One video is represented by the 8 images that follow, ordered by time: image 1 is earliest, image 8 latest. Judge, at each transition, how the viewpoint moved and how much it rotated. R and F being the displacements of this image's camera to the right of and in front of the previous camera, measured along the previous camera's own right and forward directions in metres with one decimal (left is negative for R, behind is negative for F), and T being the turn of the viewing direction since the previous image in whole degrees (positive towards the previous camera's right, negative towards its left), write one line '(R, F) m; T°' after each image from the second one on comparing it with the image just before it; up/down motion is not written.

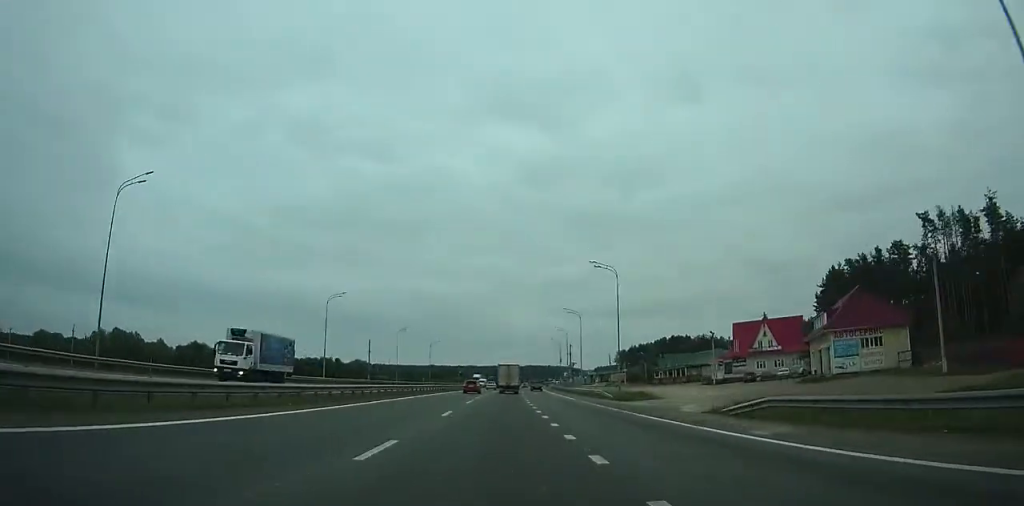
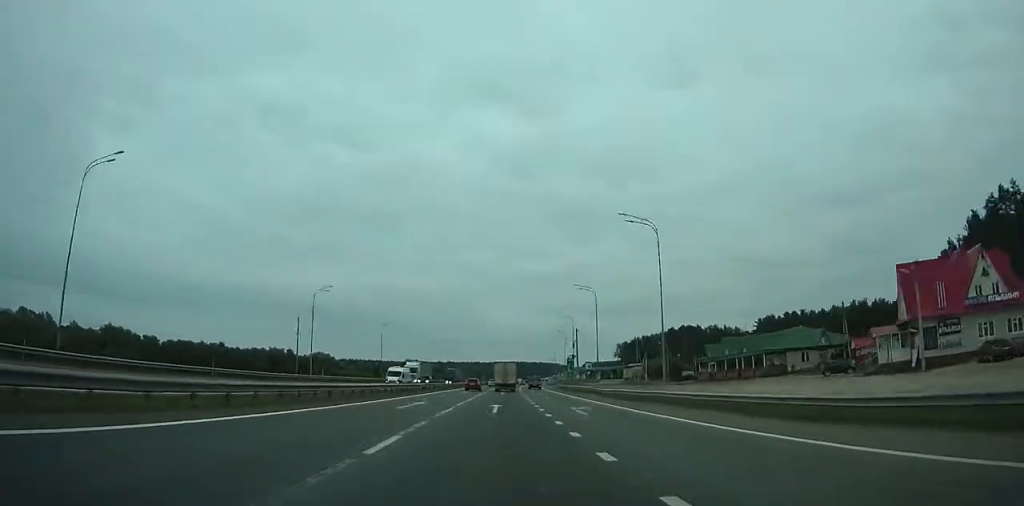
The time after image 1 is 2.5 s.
(+0.8, +48.5) m; +2°
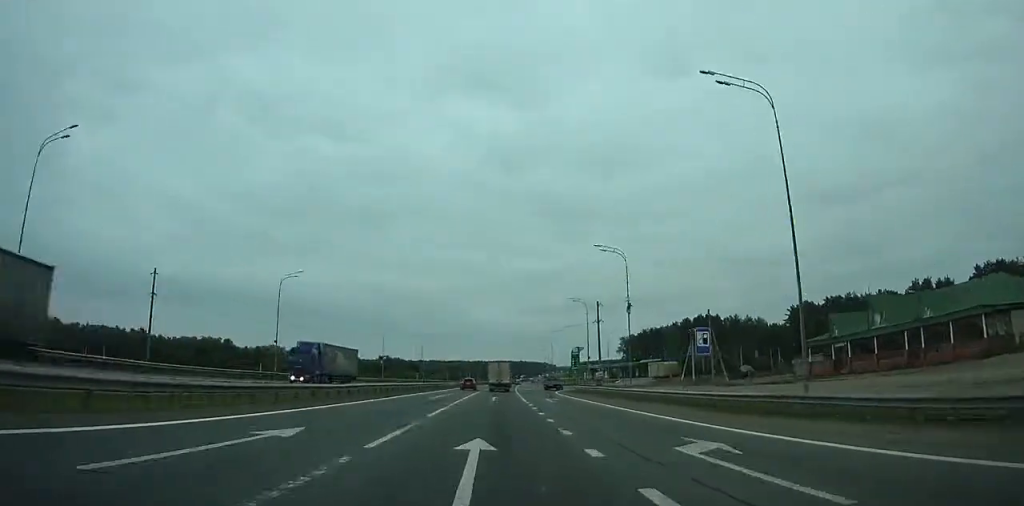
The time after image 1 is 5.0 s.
(+0.7, +47.8) m; +1°
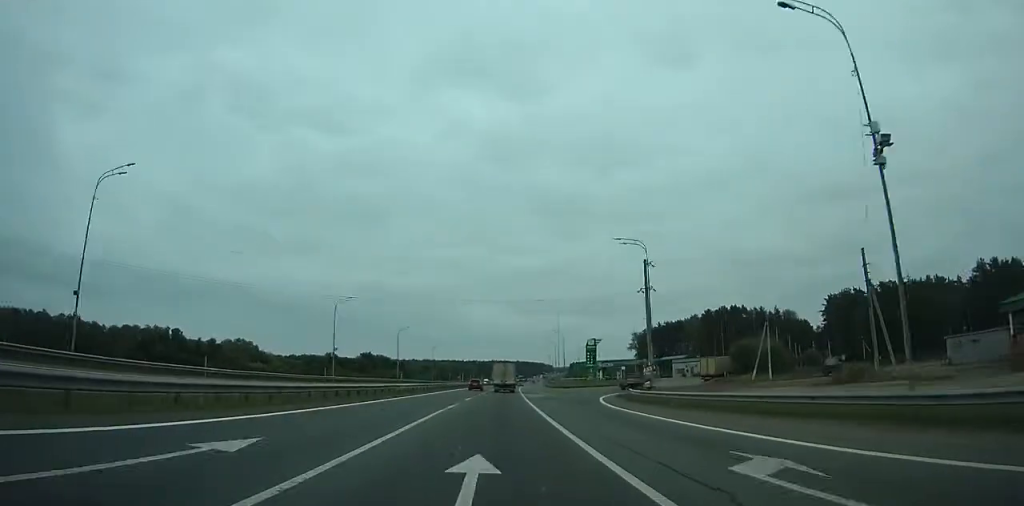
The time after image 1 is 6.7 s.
(+0.2, +32.4) m; +1°
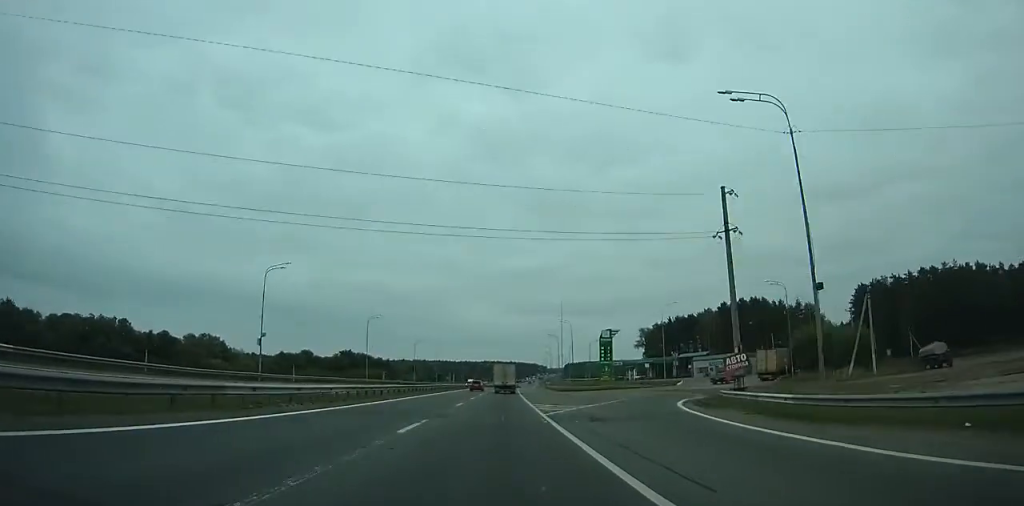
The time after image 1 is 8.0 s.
(+0.2, +24.8) m; 0°
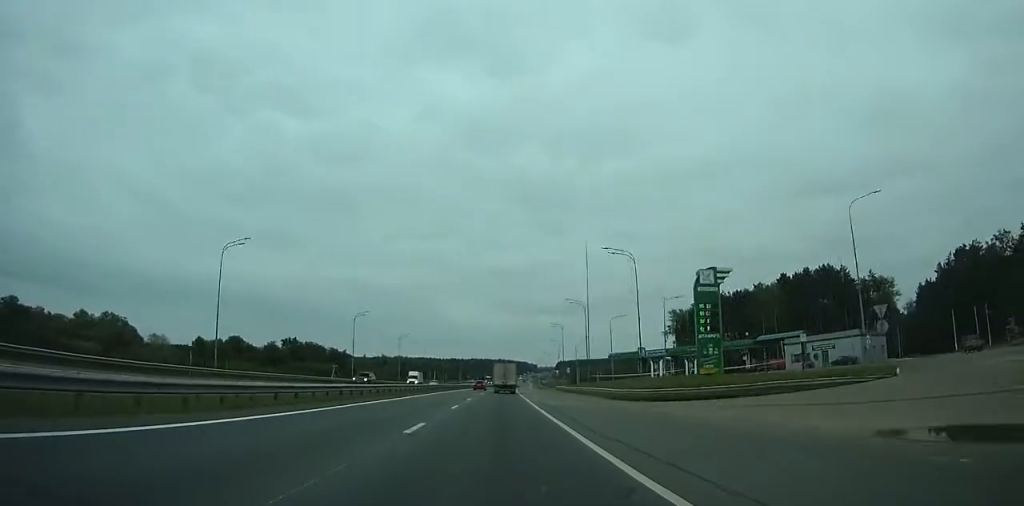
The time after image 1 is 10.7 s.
(+0.4, +51.8) m; +1°
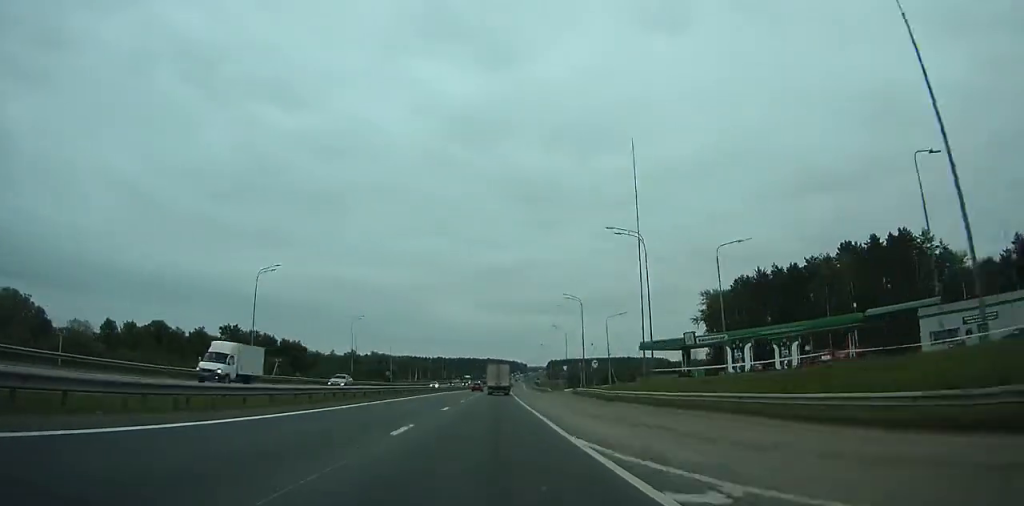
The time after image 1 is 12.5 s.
(0.0, +34.8) m; +1°
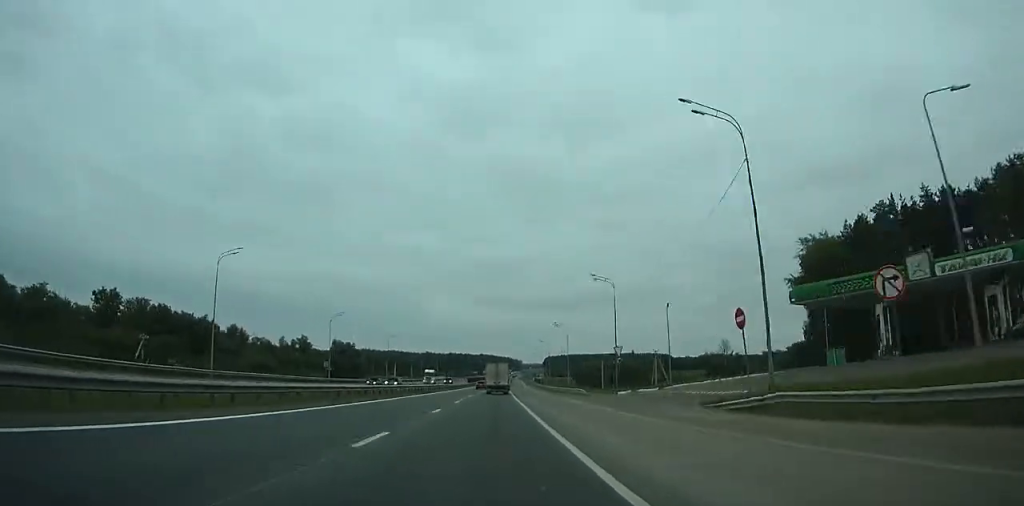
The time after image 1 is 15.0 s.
(+0.8, +49.1) m; +1°
